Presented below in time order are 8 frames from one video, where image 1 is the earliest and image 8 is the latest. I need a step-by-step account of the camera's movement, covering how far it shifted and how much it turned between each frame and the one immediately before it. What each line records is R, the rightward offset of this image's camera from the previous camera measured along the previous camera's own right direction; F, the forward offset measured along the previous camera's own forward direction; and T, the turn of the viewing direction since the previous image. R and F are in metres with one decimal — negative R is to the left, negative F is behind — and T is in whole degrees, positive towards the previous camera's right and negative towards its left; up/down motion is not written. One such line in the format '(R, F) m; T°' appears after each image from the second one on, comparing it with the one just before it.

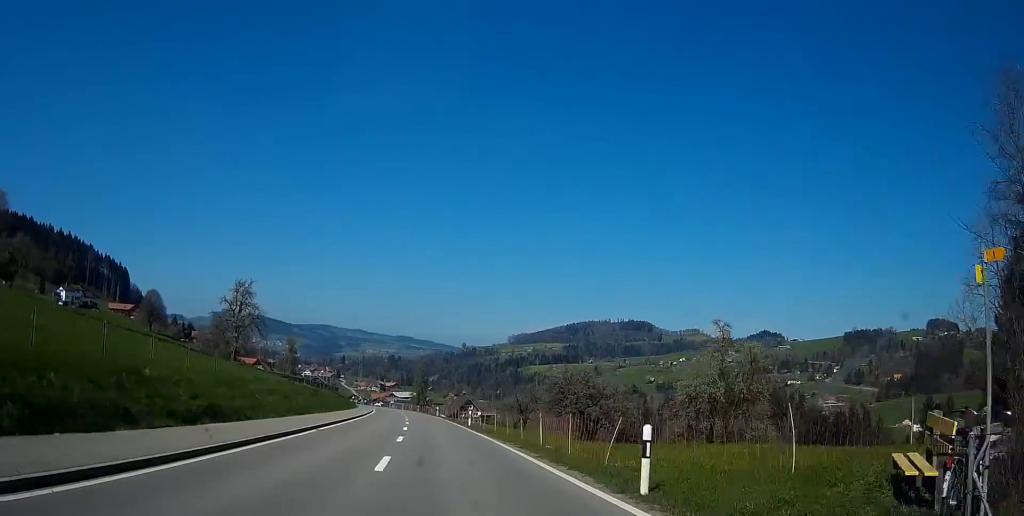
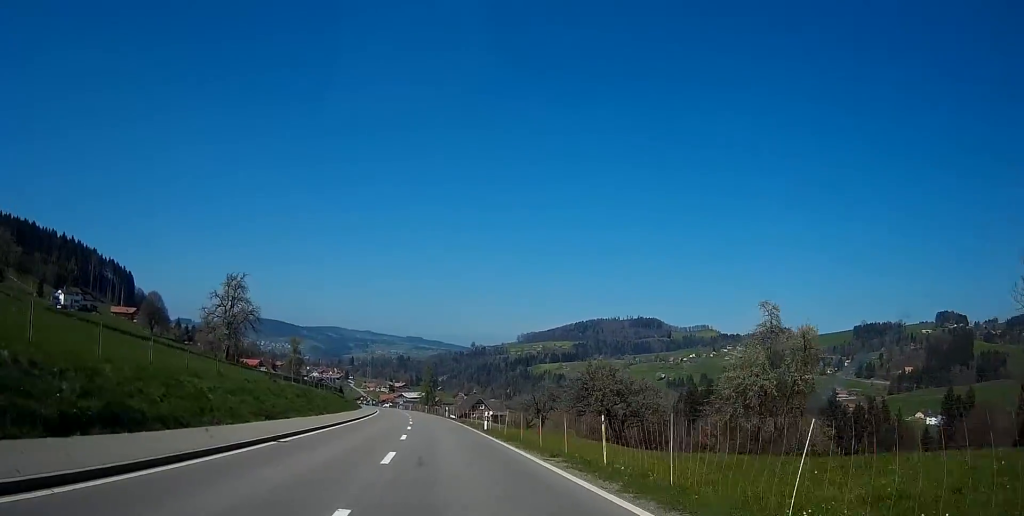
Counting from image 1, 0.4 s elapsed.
(-0.1, +7.8) m; -1°
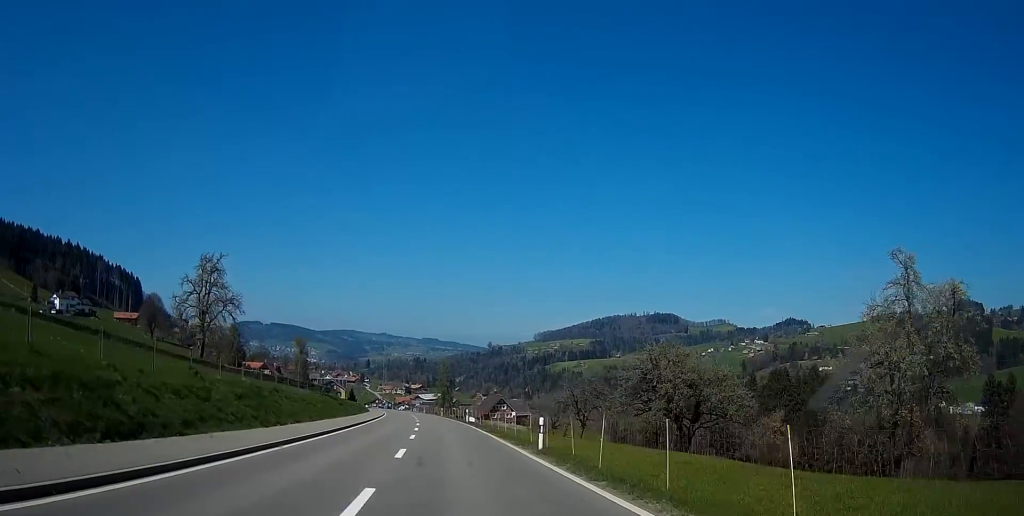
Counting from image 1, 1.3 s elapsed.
(-0.3, +15.7) m; -1°
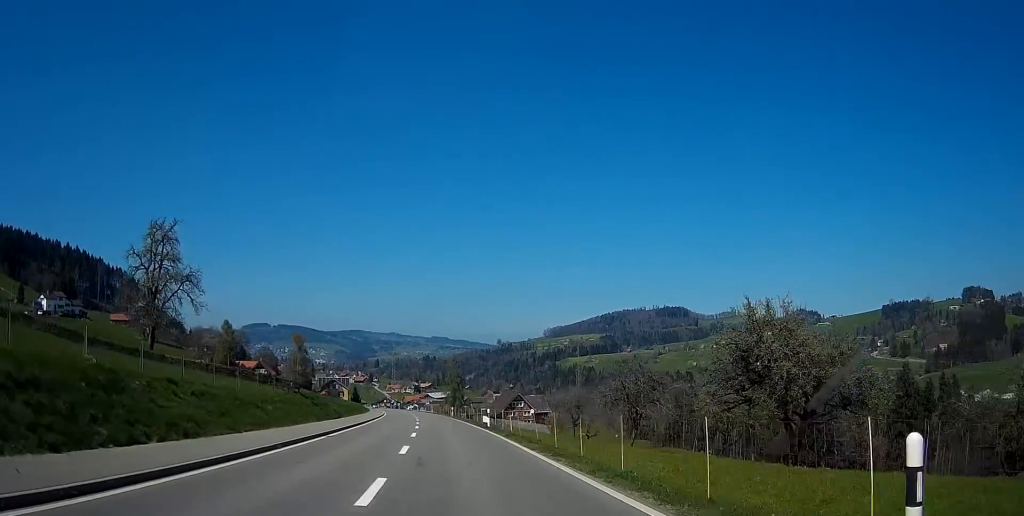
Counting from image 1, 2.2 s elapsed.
(0.0, +16.6) m; -1°
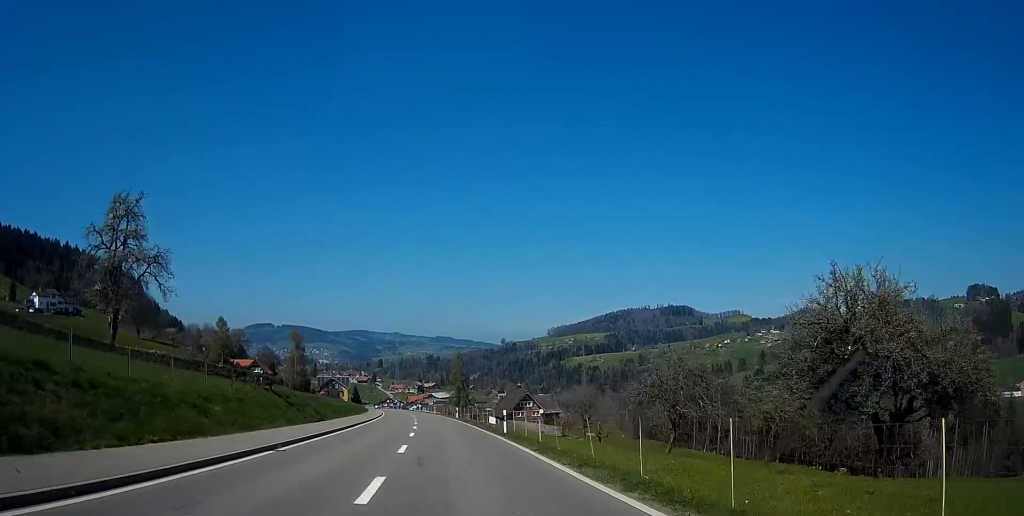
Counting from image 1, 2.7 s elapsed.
(-0.1, +8.8) m; -1°
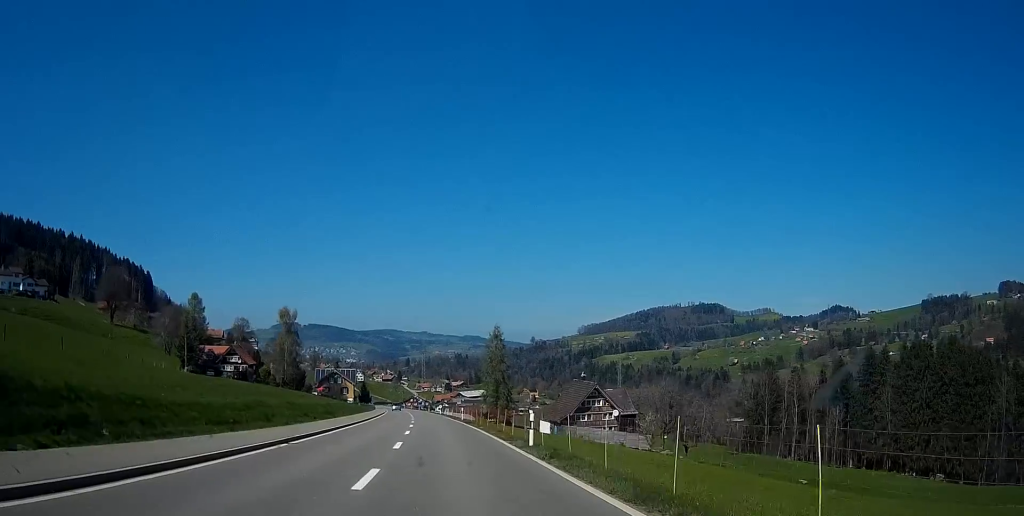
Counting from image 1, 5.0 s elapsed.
(-0.7, +43.8) m; -2°
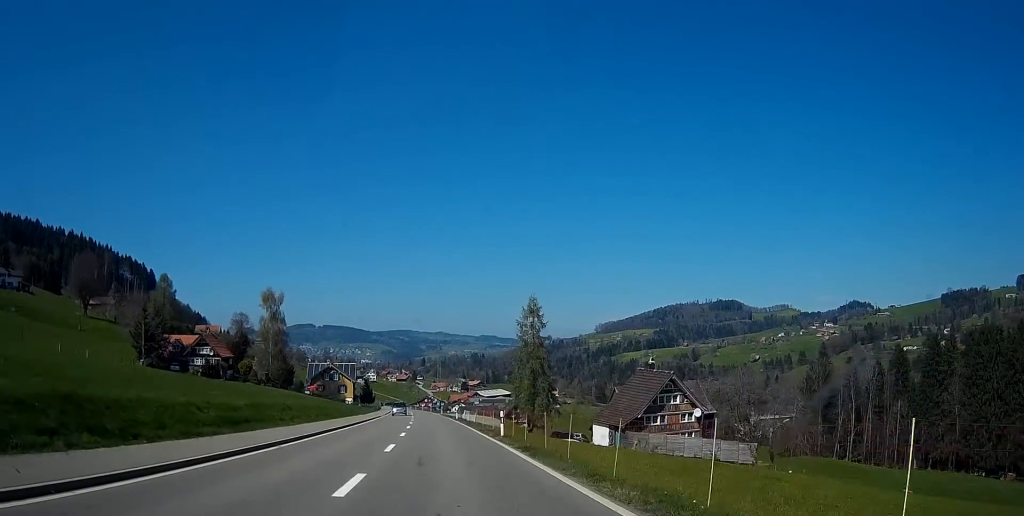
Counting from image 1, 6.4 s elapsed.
(-0.5, +28.1) m; -2°
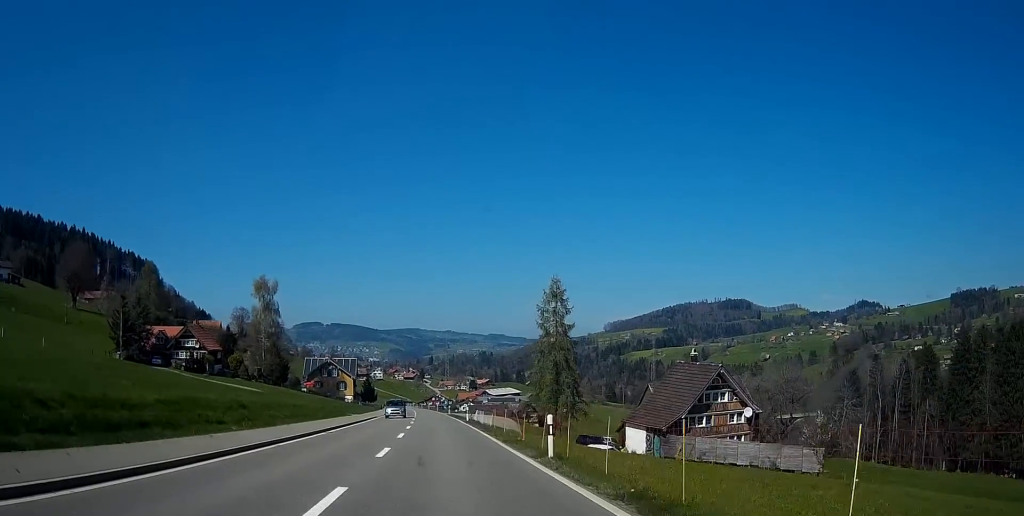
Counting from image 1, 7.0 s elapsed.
(-0.1, +11.2) m; 0°
